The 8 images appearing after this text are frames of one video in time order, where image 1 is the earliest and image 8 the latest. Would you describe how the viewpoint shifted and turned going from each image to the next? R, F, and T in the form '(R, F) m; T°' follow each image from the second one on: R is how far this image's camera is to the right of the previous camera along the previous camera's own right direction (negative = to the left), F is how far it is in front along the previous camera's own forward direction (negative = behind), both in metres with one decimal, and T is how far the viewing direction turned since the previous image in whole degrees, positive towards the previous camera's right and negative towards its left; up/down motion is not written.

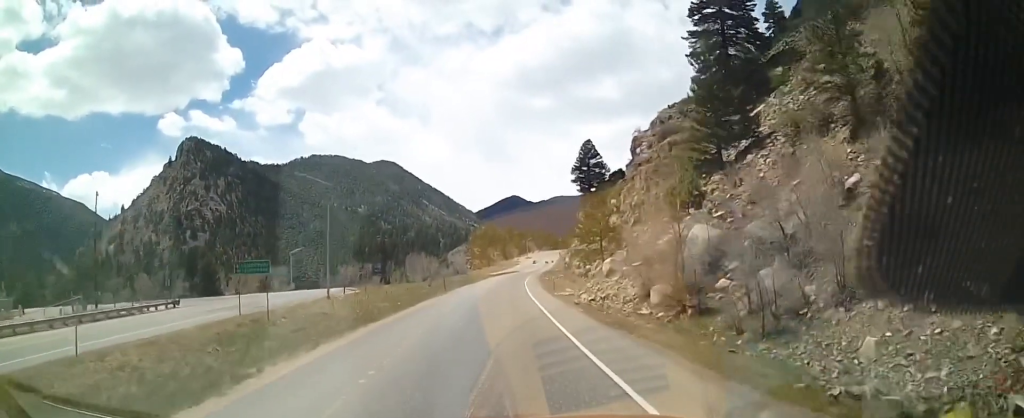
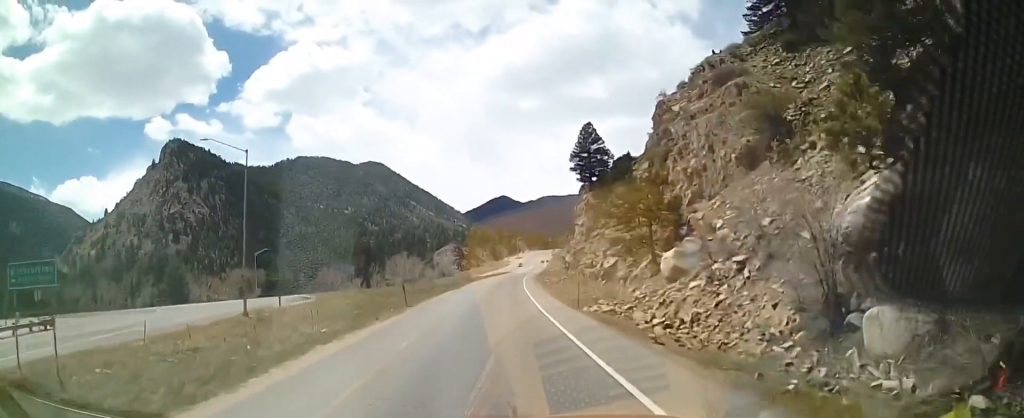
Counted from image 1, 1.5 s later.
(-0.3, +17.6) m; -3°
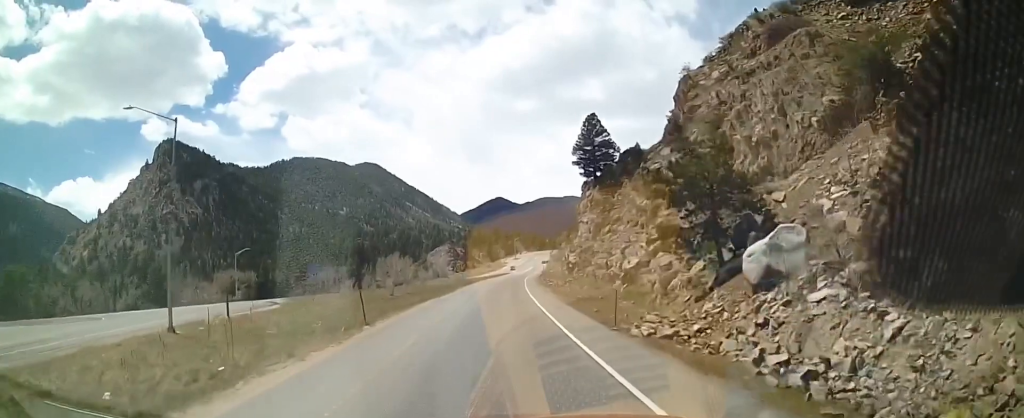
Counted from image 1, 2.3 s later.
(0.0, +9.6) m; 0°
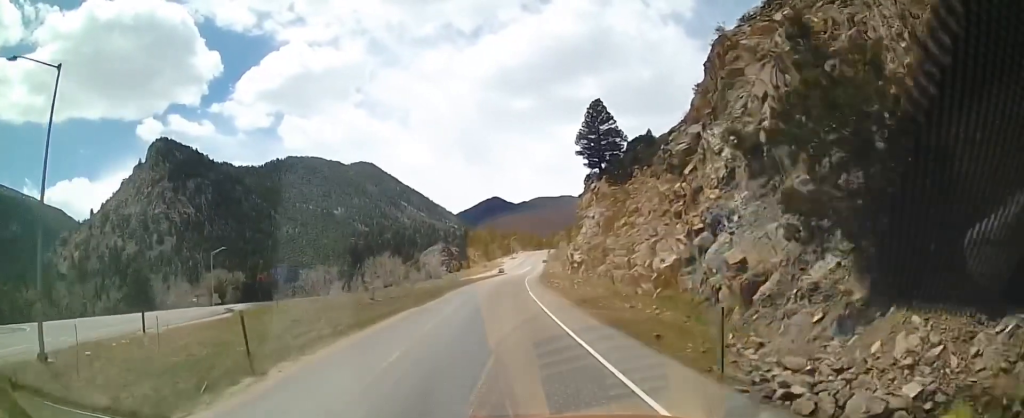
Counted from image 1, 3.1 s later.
(0.0, +10.1) m; 0°
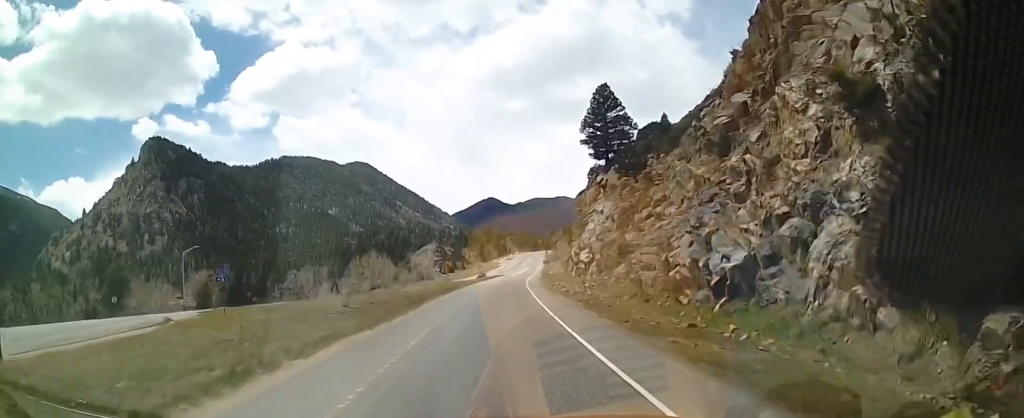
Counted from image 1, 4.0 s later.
(0.0, +10.5) m; 0°
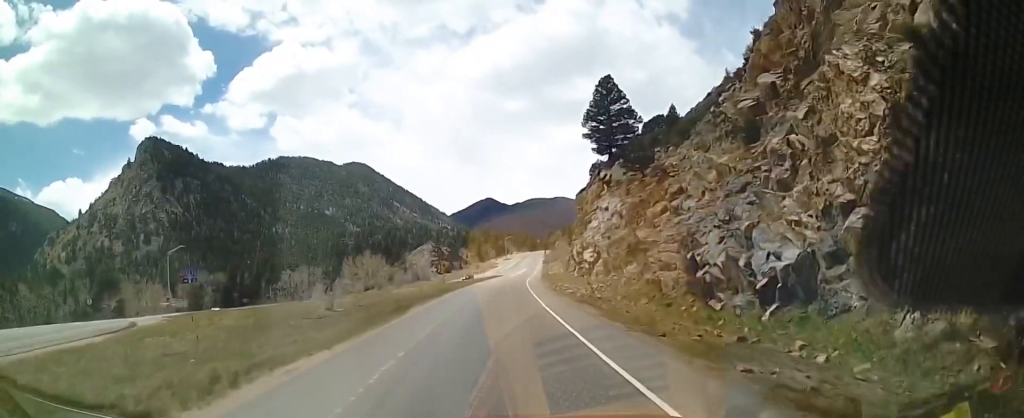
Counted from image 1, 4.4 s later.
(0.0, +4.9) m; 0°
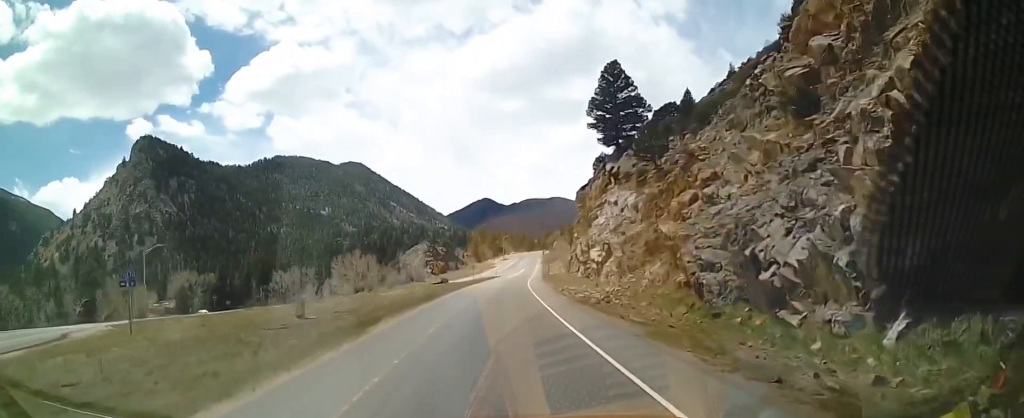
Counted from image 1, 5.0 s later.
(0.0, +7.3) m; -1°
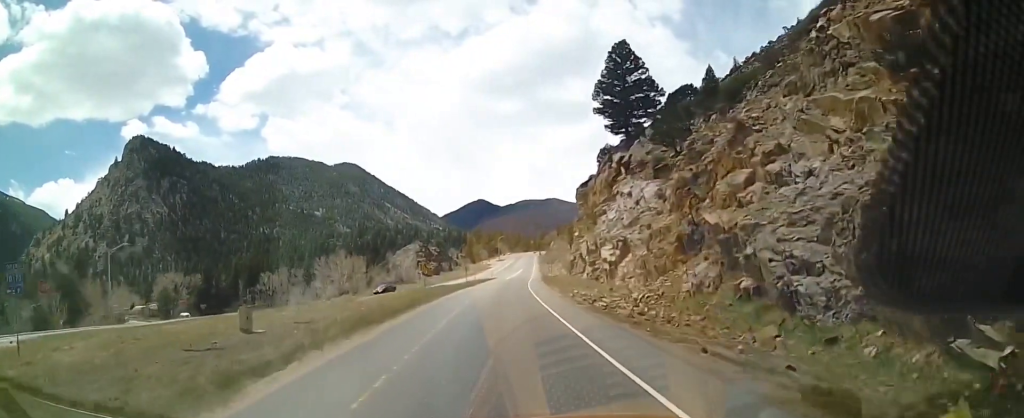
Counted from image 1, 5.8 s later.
(-0.1, +9.5) m; 0°
